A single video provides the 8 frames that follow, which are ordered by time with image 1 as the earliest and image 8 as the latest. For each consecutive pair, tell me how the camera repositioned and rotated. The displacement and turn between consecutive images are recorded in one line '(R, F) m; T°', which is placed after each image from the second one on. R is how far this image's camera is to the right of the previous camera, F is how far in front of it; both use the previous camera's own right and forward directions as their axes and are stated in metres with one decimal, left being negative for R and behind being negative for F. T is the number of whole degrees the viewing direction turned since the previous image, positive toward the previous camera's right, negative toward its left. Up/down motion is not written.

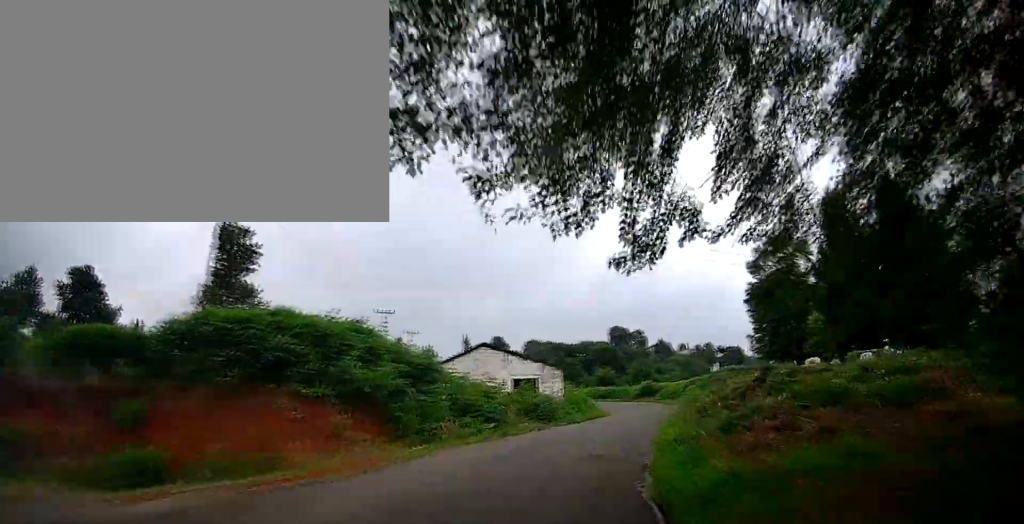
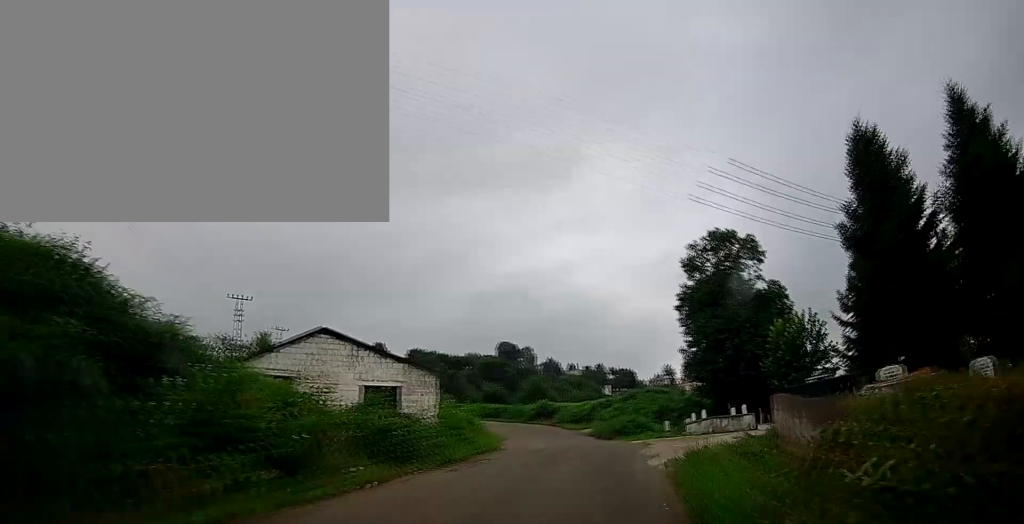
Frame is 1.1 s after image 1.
(+0.9, +10.5) m; +10°
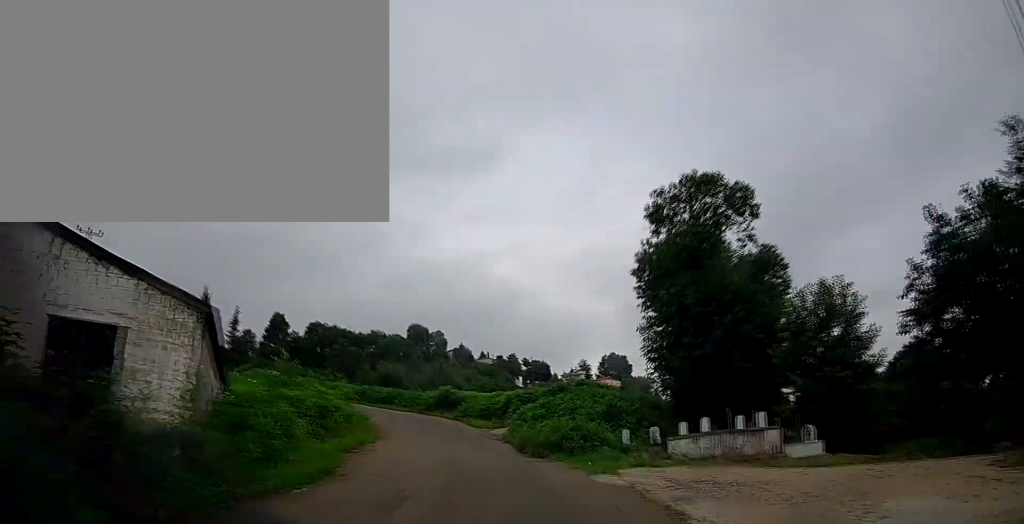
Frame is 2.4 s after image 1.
(+1.0, +11.6) m; +7°
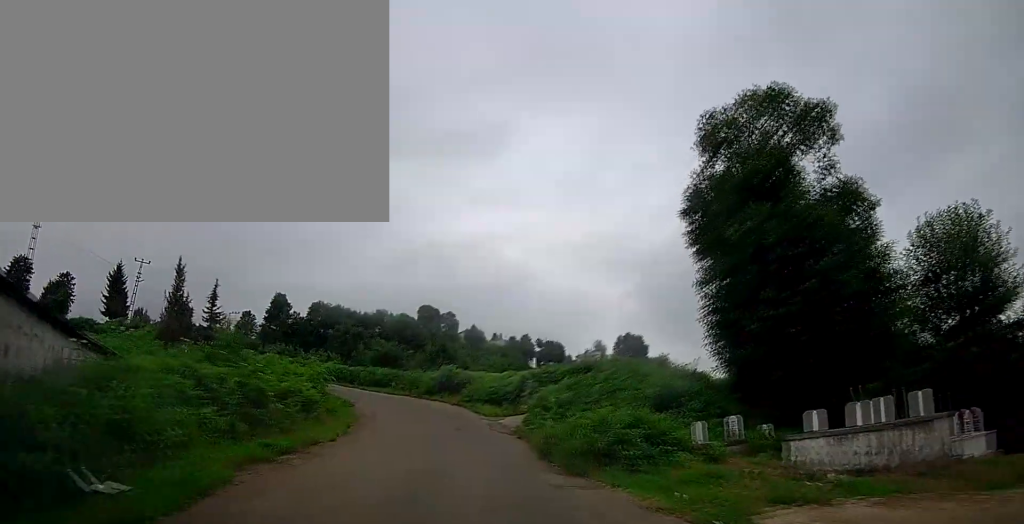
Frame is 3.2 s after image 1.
(+0.1, +7.1) m; -1°
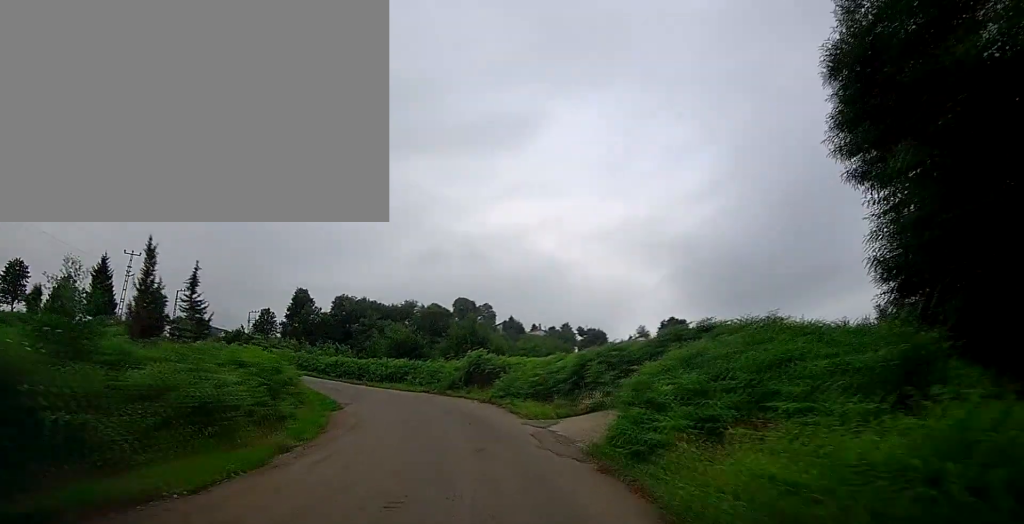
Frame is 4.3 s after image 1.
(-0.3, +9.8) m; -4°
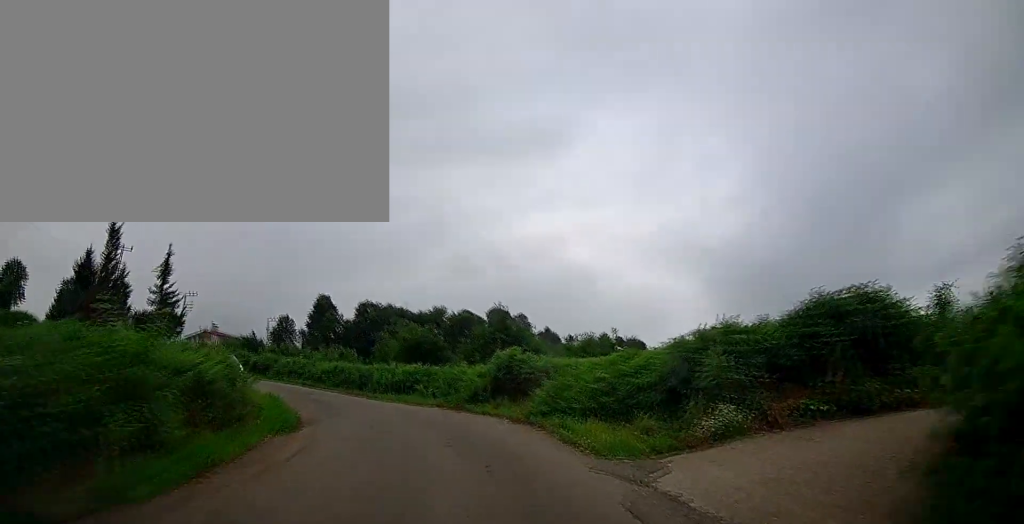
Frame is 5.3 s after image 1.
(-0.3, +8.4) m; -4°
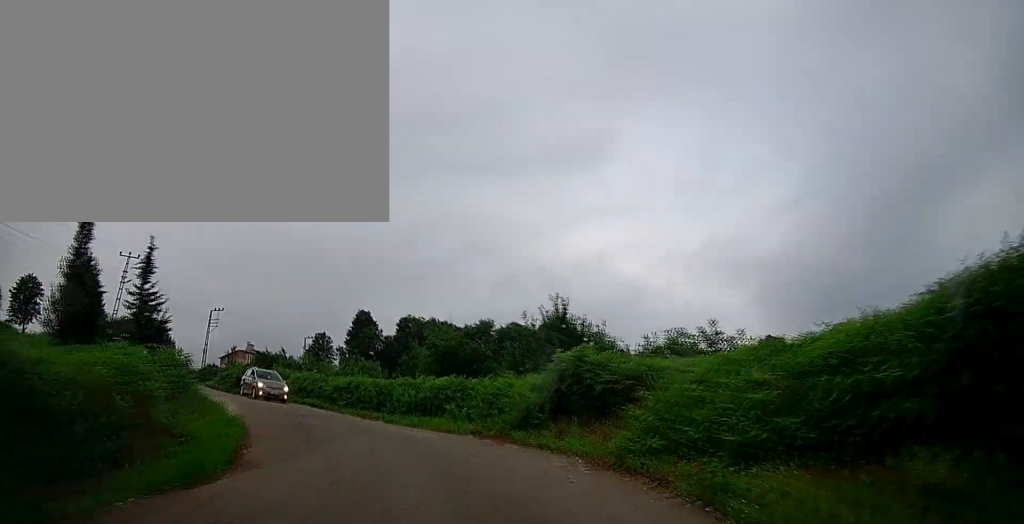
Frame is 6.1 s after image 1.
(-0.1, +7.2) m; -5°
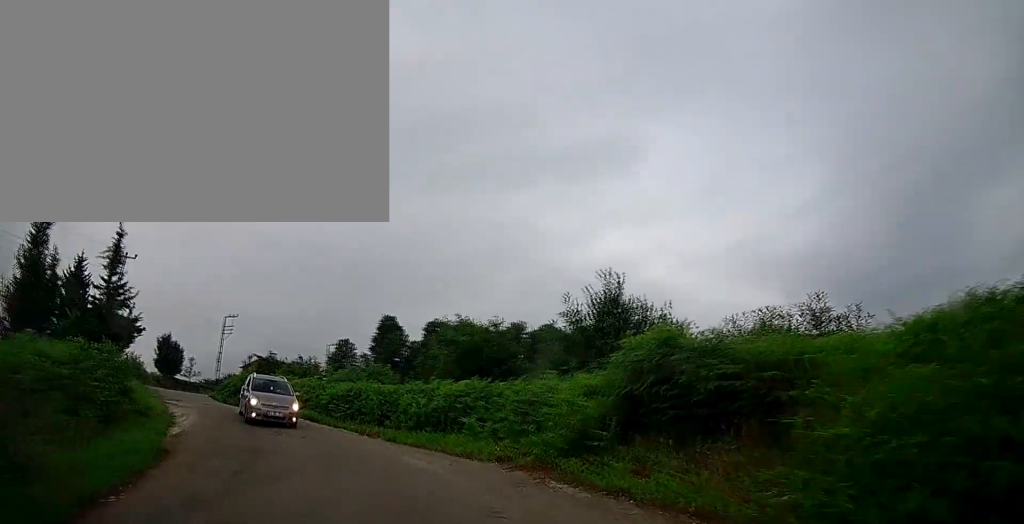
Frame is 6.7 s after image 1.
(-0.1, +5.4) m; -5°
